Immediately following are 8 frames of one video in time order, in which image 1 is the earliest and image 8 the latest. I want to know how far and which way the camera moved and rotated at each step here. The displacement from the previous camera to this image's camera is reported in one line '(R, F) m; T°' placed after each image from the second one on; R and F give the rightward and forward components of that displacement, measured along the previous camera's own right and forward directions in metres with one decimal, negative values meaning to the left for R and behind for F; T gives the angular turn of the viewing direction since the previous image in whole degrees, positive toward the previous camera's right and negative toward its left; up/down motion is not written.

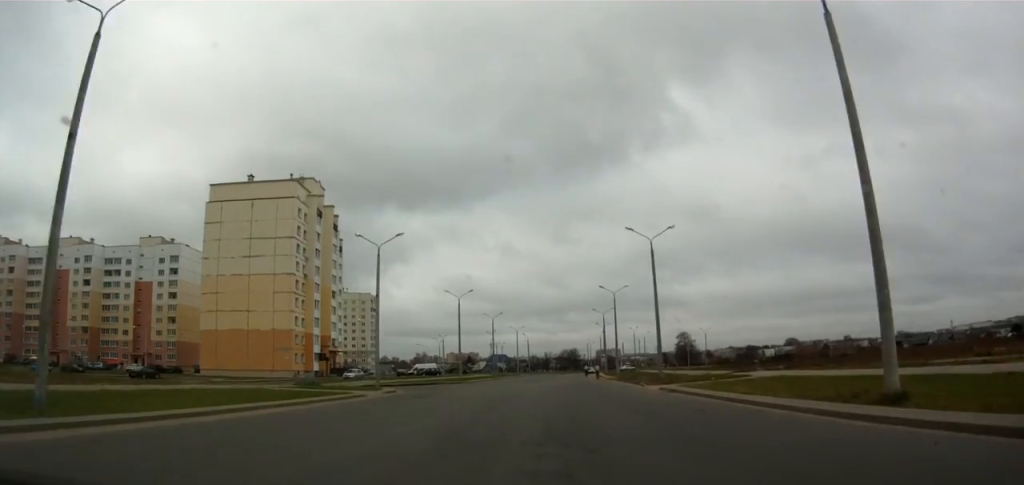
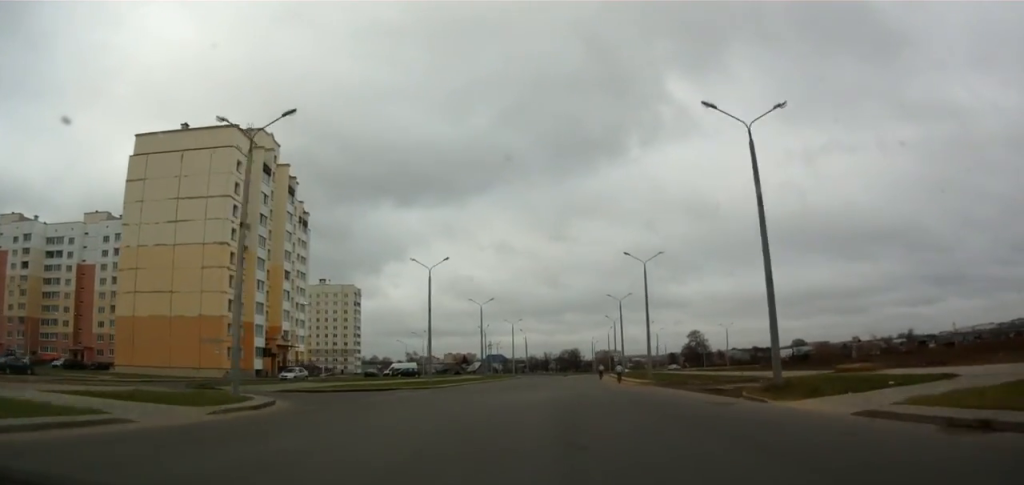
(+0.3, +22.0) m; 0°
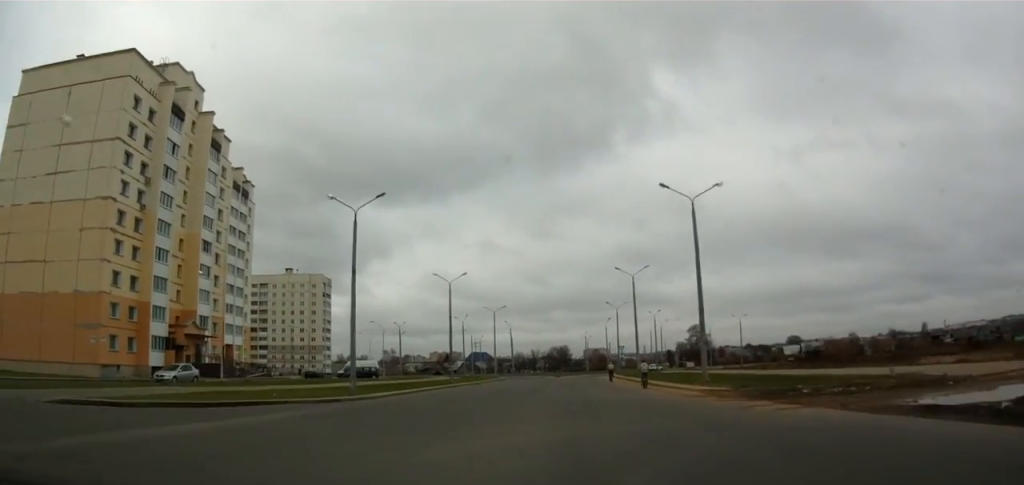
(0.0, +21.0) m; +1°
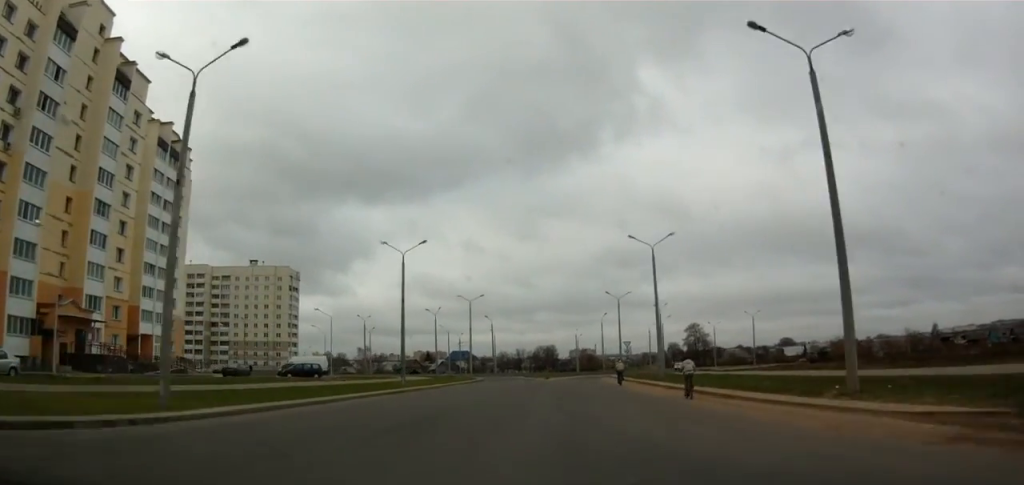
(+0.2, +17.9) m; +1°
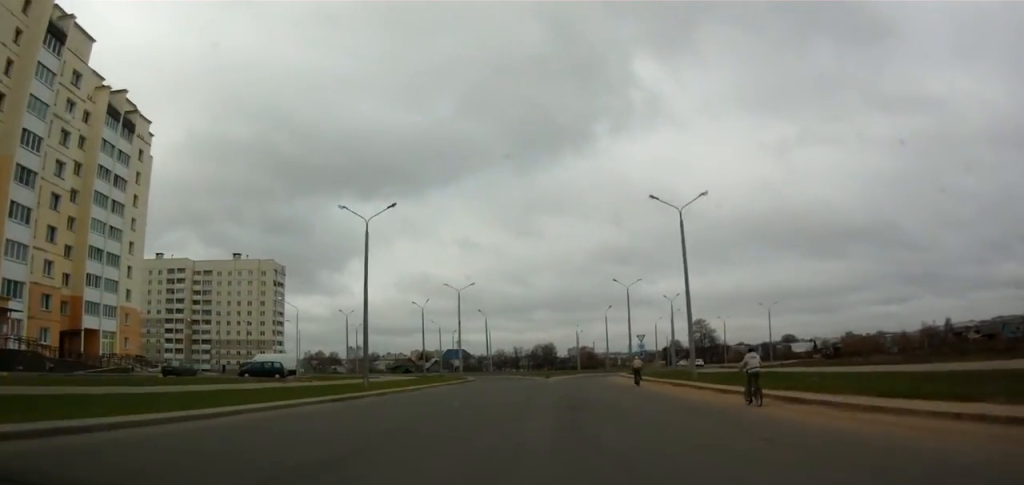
(0.0, +10.2) m; 0°
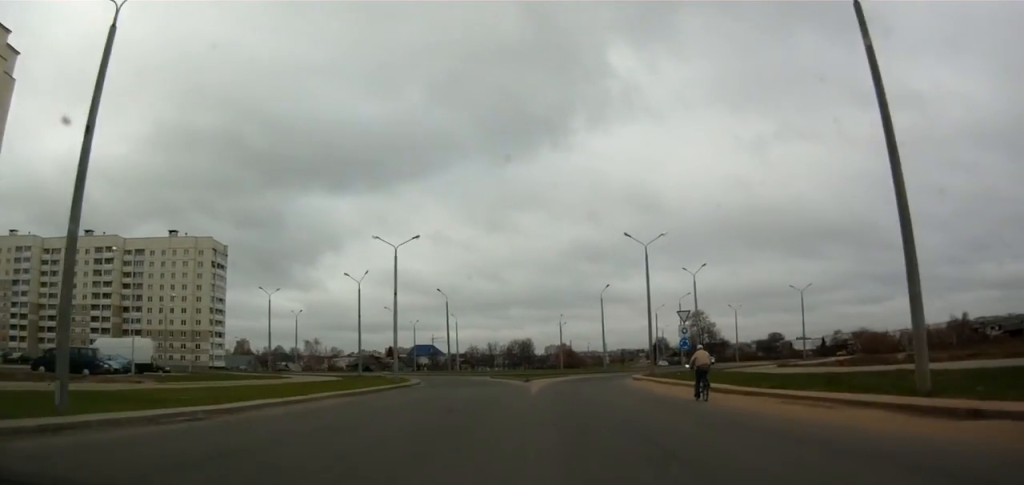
(+0.5, +23.5) m; +3°
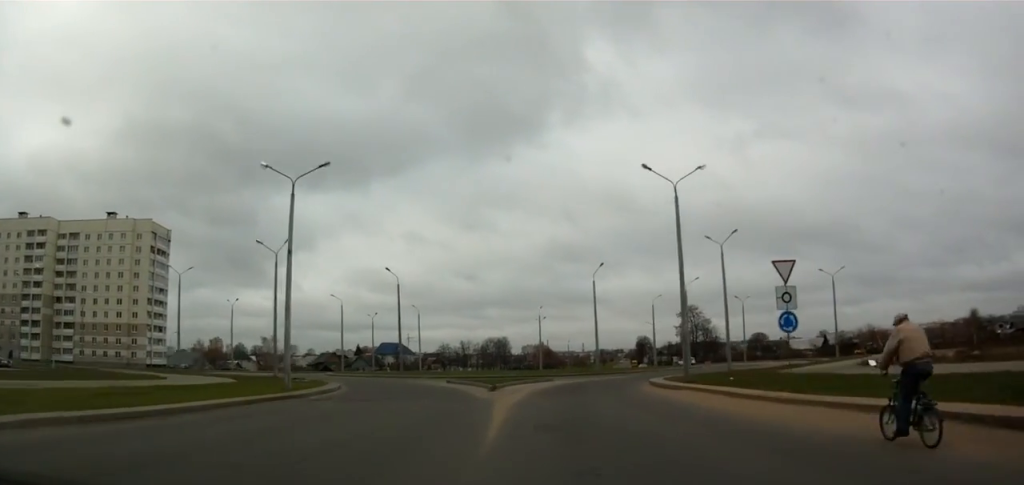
(+0.3, +17.9) m; +1°
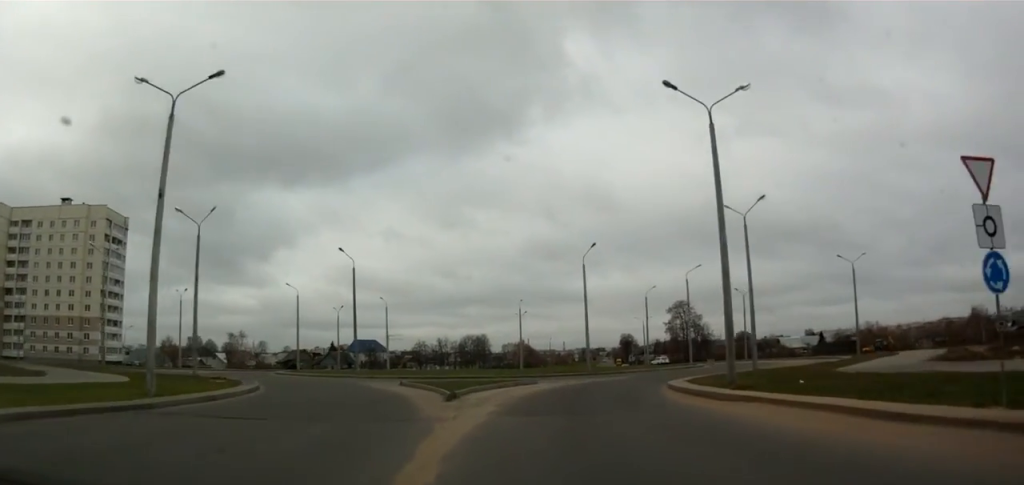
(0.0, +10.1) m; +2°
